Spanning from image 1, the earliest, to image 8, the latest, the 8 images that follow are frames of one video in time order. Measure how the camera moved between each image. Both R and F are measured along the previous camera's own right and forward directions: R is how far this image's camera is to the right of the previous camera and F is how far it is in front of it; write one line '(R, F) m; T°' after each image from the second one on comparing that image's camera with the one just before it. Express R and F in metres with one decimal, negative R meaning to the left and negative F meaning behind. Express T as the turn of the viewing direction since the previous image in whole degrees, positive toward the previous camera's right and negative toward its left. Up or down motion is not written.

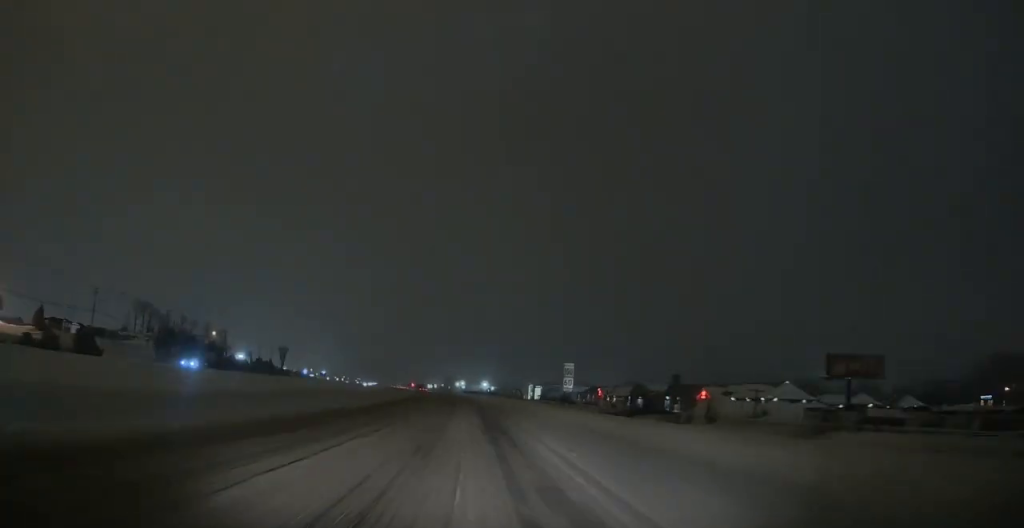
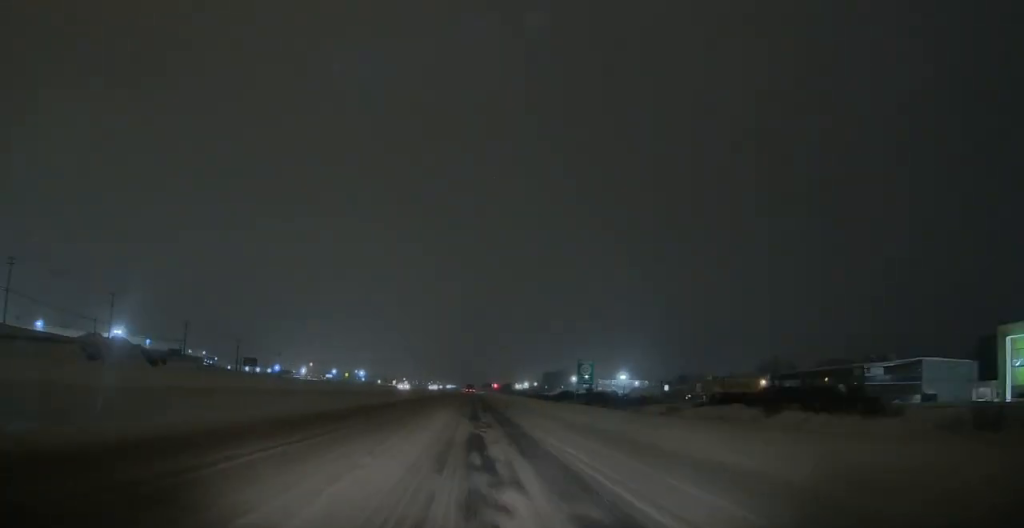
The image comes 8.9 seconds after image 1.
(-6.1, +234.3) m; -2°
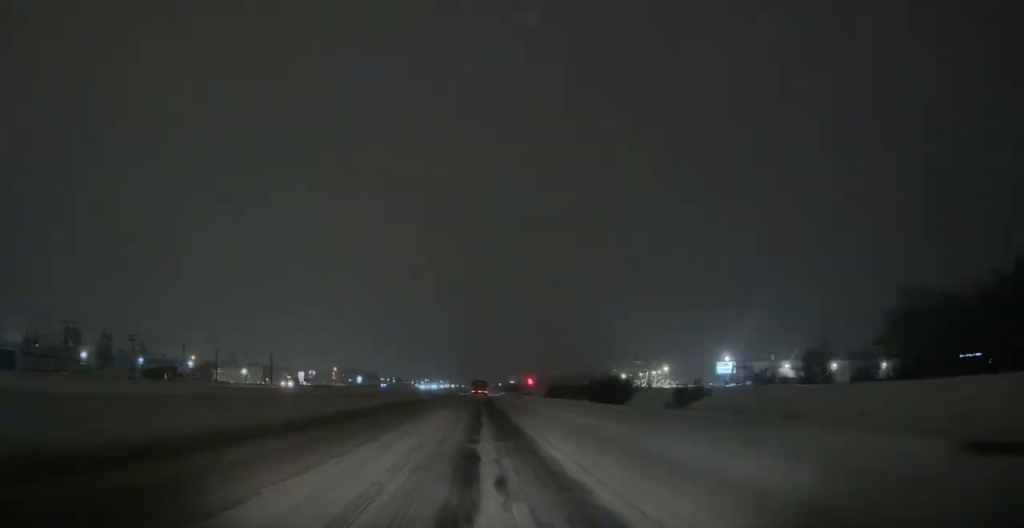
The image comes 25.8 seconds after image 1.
(-11.0, +423.6) m; -2°
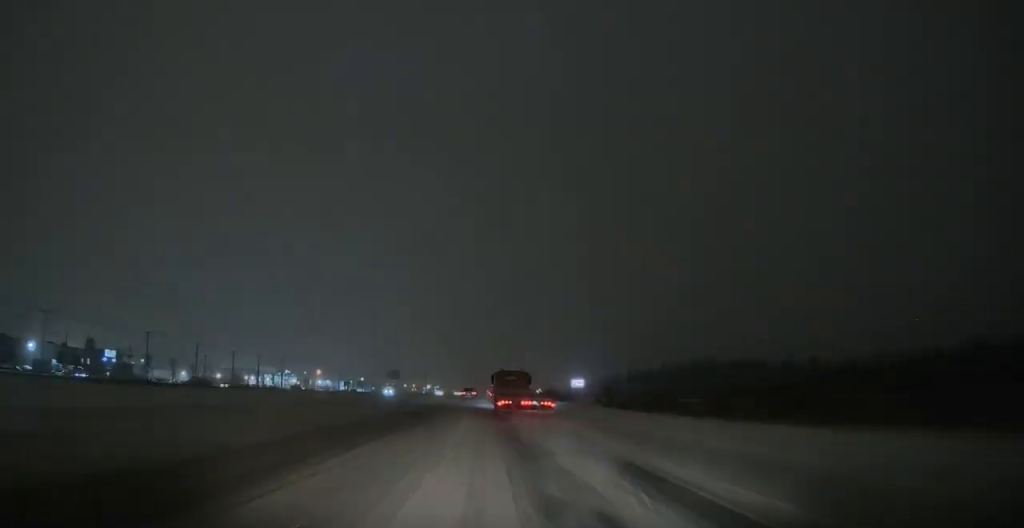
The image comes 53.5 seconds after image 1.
(-1.8, +647.0) m; 0°
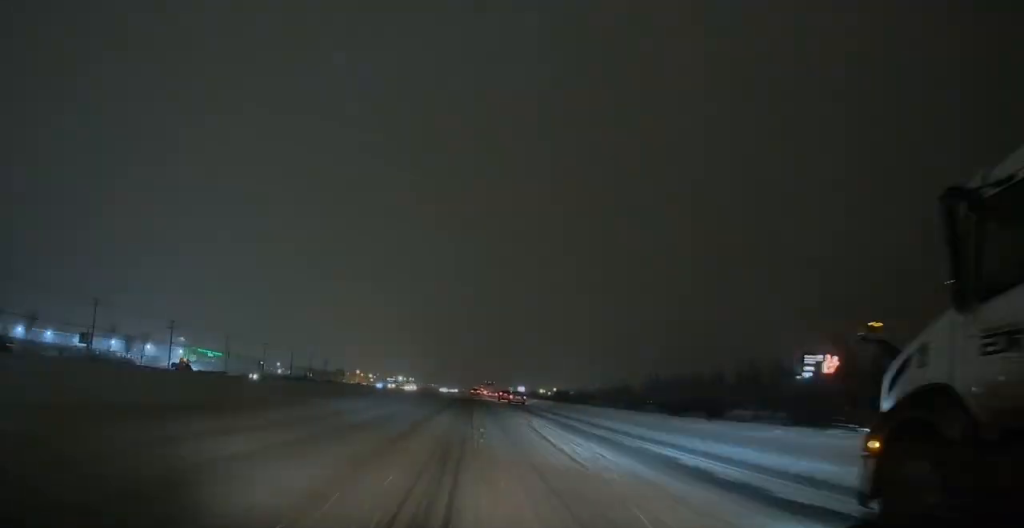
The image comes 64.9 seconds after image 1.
(-0.3, +270.7) m; 0°
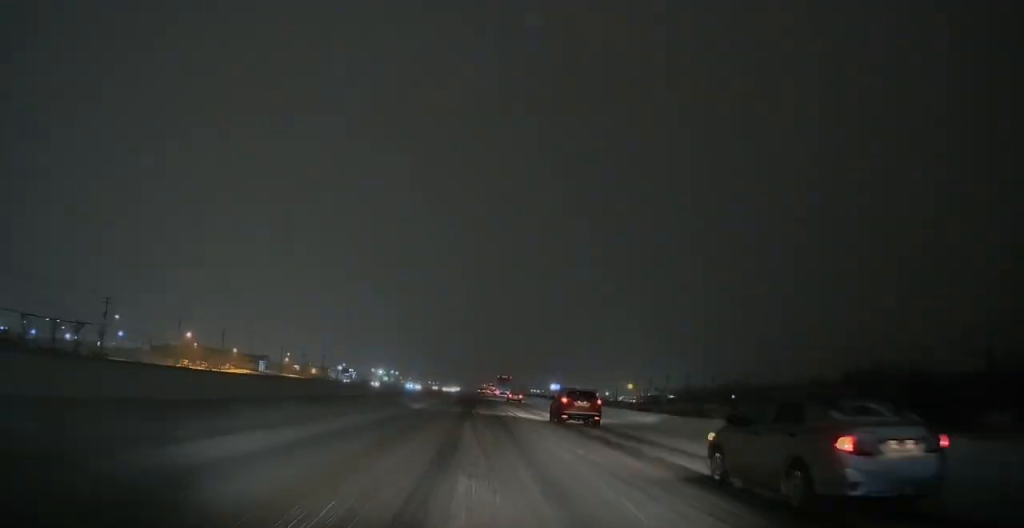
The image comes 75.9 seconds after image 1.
(+1.1, +260.9) m; 0°
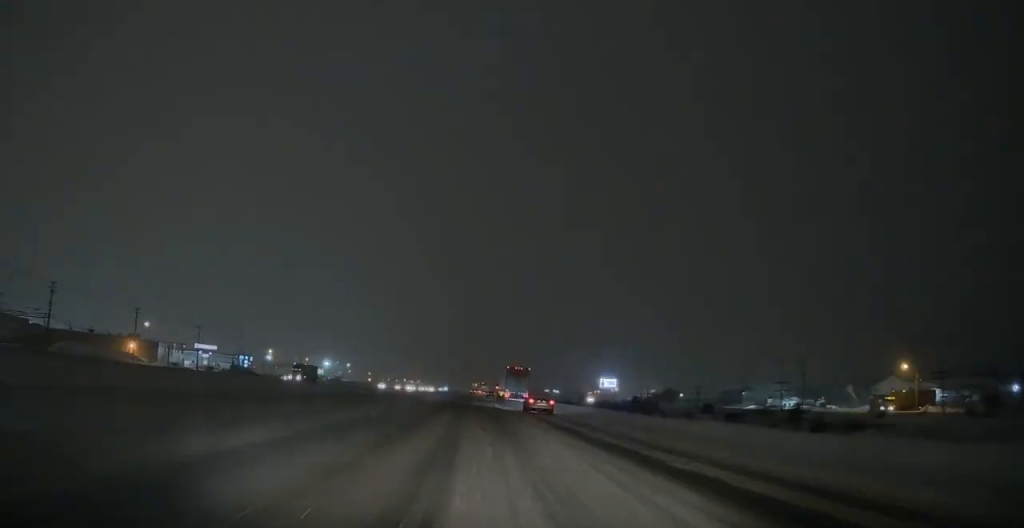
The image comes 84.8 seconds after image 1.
(+0.1, +212.7) m; 0°
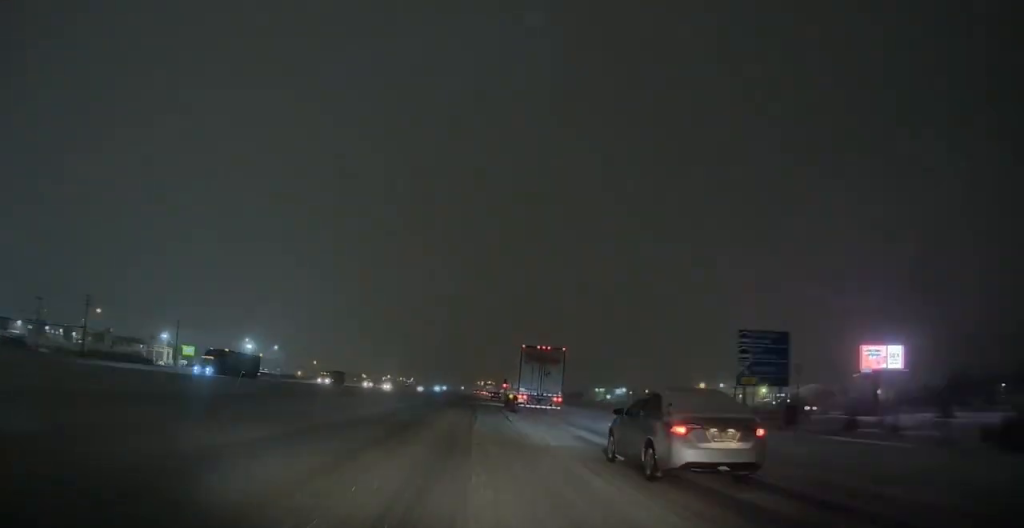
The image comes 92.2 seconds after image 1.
(-0.2, +177.0) m; 0°
